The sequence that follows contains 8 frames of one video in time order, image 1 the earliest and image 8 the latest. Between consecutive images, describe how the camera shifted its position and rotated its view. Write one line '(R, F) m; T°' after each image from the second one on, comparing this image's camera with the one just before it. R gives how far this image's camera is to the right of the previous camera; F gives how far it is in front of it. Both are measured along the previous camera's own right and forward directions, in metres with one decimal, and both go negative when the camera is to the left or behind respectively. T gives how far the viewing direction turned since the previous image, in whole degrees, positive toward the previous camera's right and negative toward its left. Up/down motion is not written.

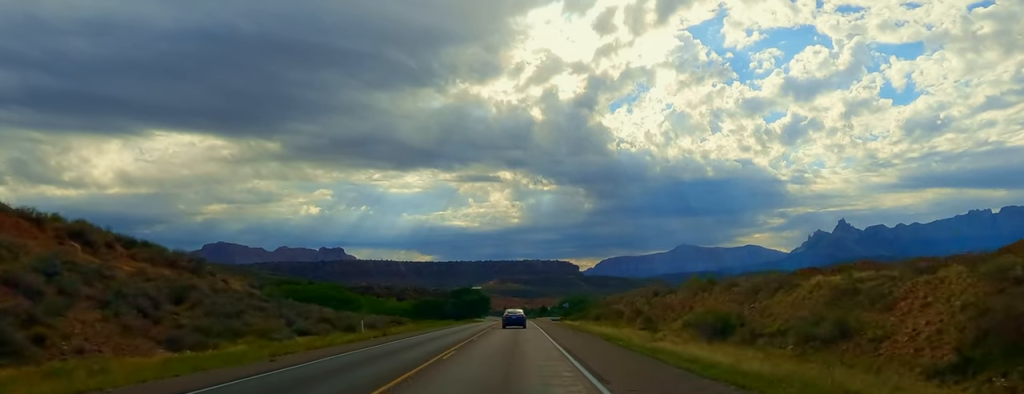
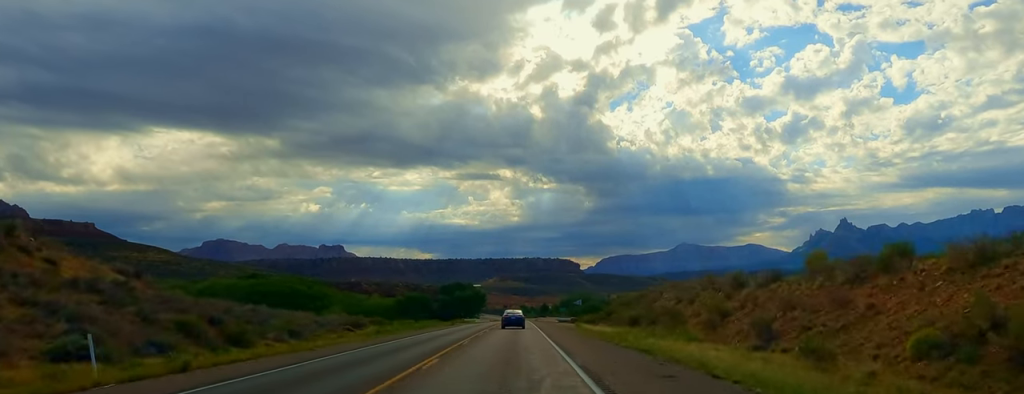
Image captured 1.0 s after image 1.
(+0.8, +28.4) m; 0°
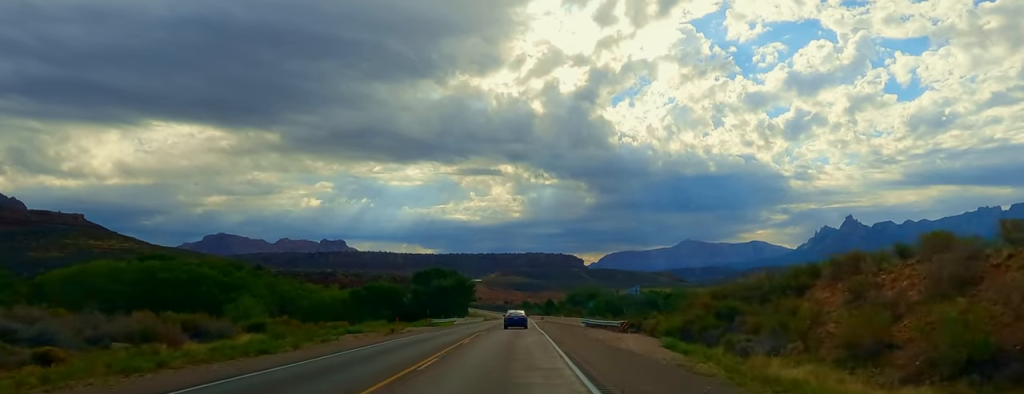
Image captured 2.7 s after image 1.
(-1.0, +49.8) m; -1°
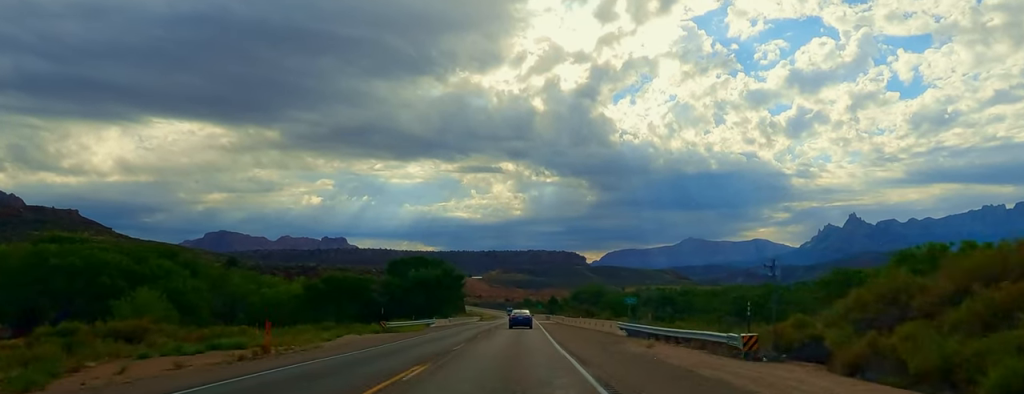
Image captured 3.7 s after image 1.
(-0.3, +28.0) m; -1°
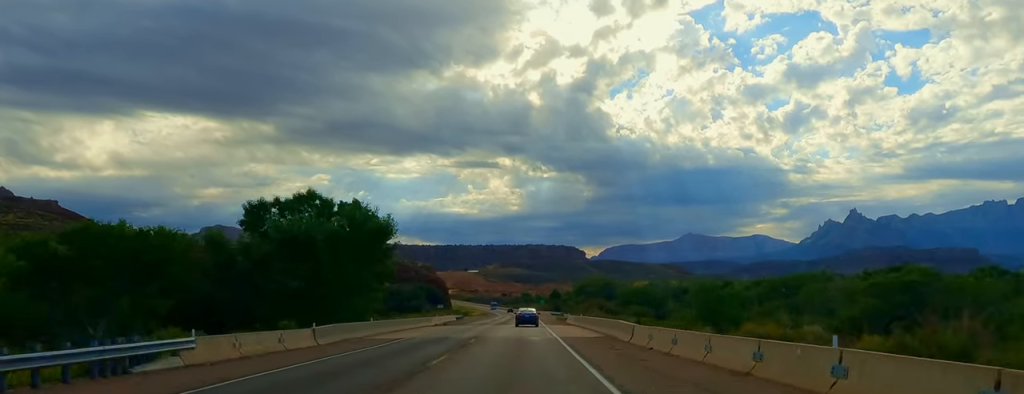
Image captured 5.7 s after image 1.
(-0.2, +57.4) m; 0°
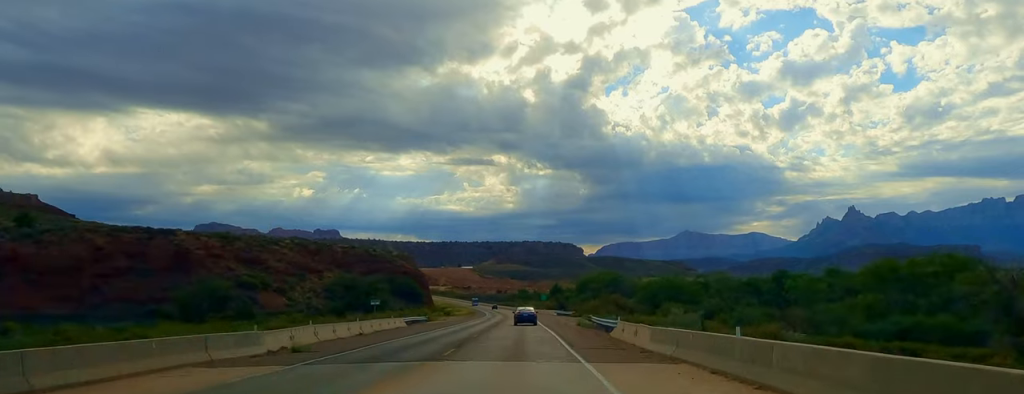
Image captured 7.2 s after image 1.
(+0.3, +46.0) m; +1°
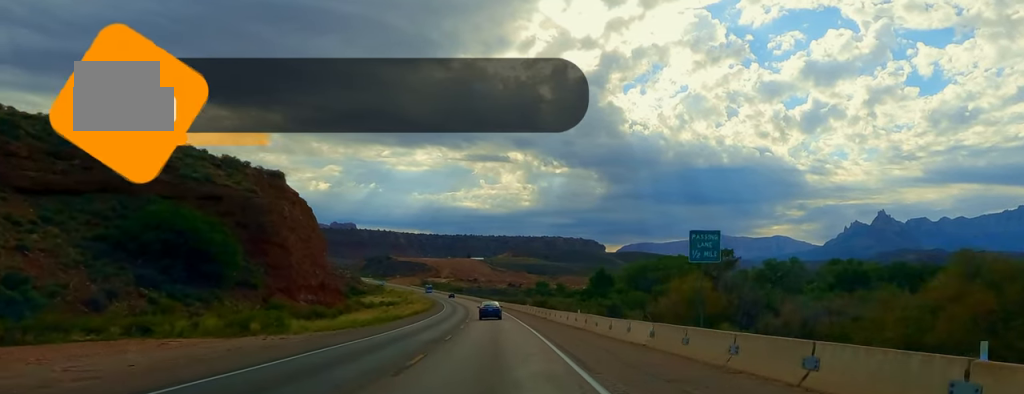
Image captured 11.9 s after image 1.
(-4.2, +138.7) m; -4°
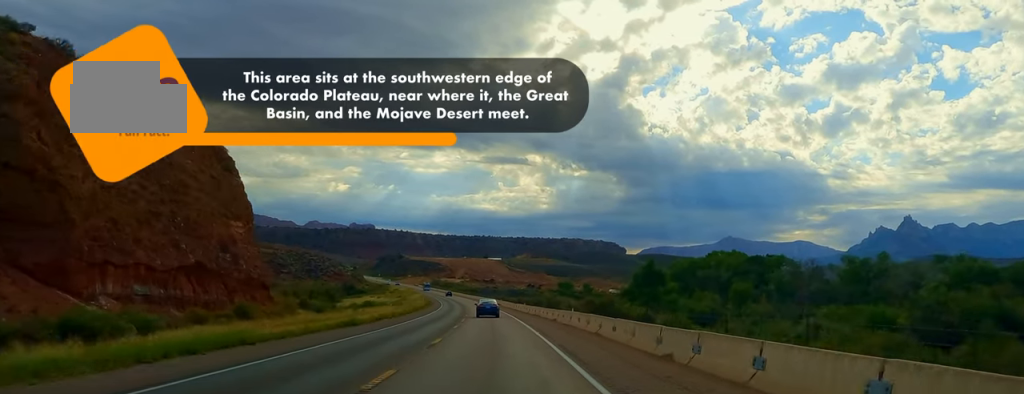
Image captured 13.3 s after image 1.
(+1.0, +42.1) m; -1°
